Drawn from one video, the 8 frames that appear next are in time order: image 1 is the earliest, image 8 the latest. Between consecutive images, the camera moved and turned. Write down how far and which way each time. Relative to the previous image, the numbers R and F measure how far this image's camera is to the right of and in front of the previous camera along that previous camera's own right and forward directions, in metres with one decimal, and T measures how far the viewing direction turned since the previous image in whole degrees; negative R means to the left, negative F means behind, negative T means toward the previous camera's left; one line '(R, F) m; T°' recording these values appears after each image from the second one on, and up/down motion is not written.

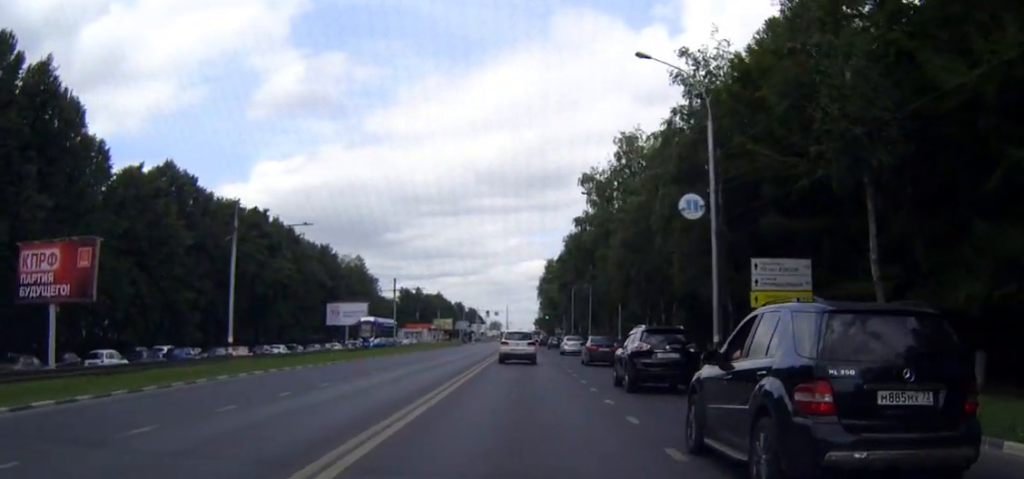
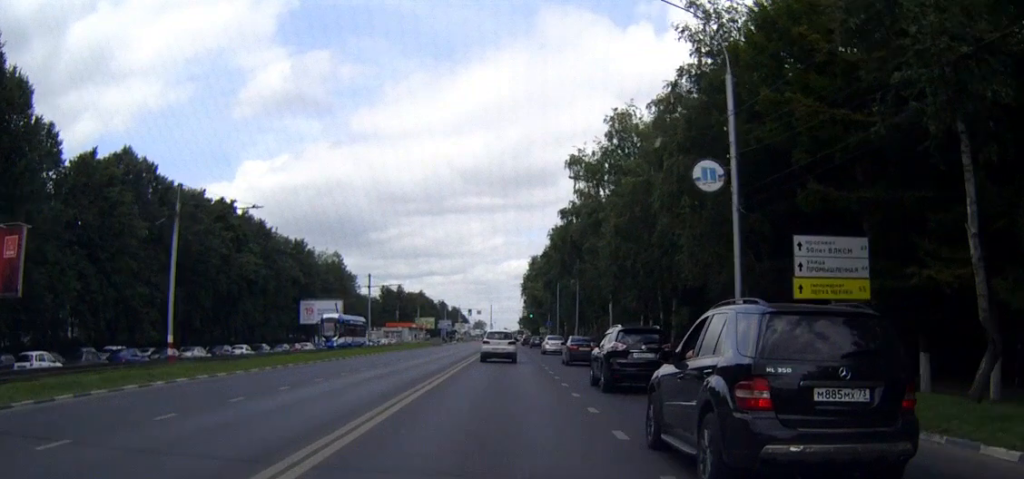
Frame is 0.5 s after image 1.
(+0.1, +6.1) m; +1°
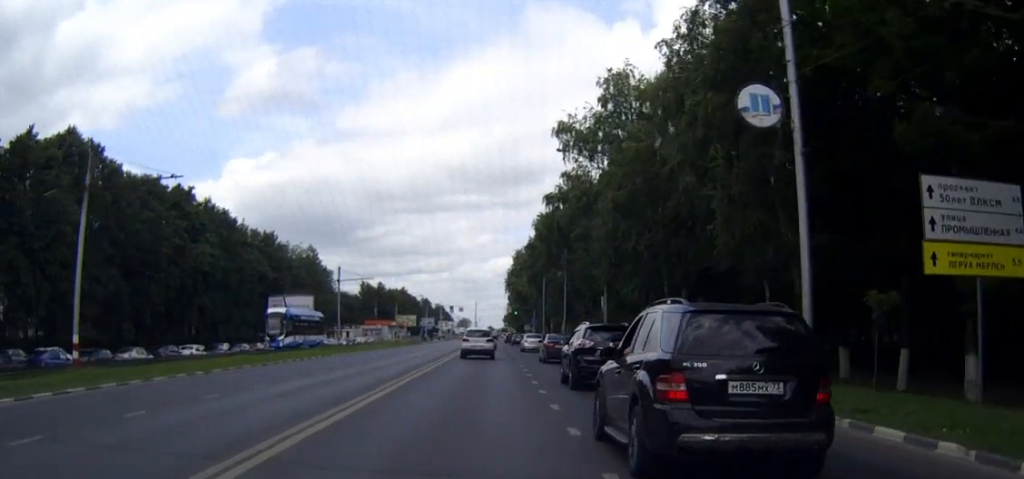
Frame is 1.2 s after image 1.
(0.0, +8.0) m; +2°
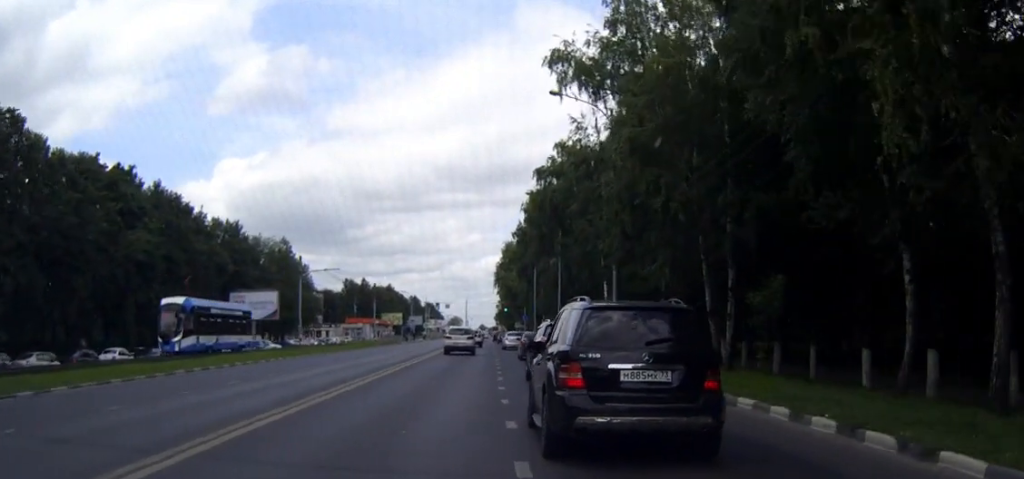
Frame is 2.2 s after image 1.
(+0.3, +11.5) m; +1°
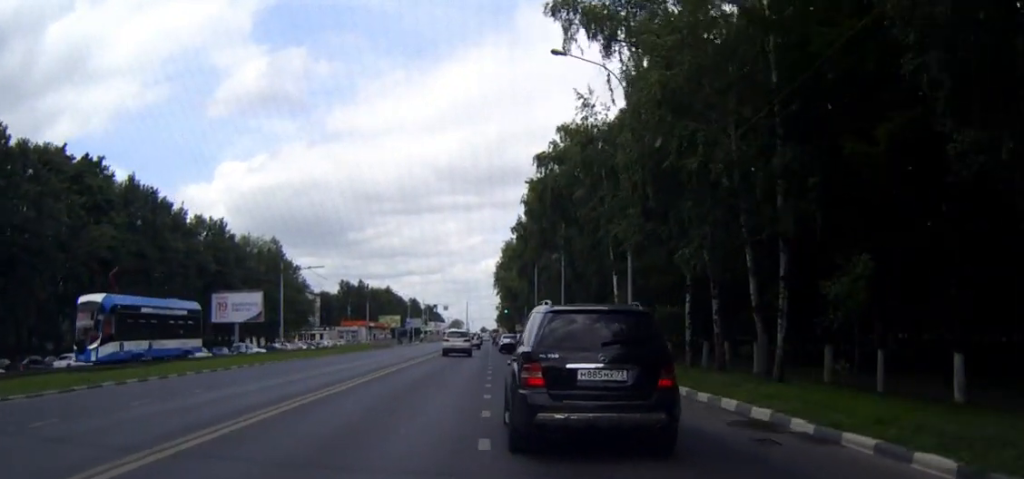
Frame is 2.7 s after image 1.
(-0.1, +5.9) m; -1°
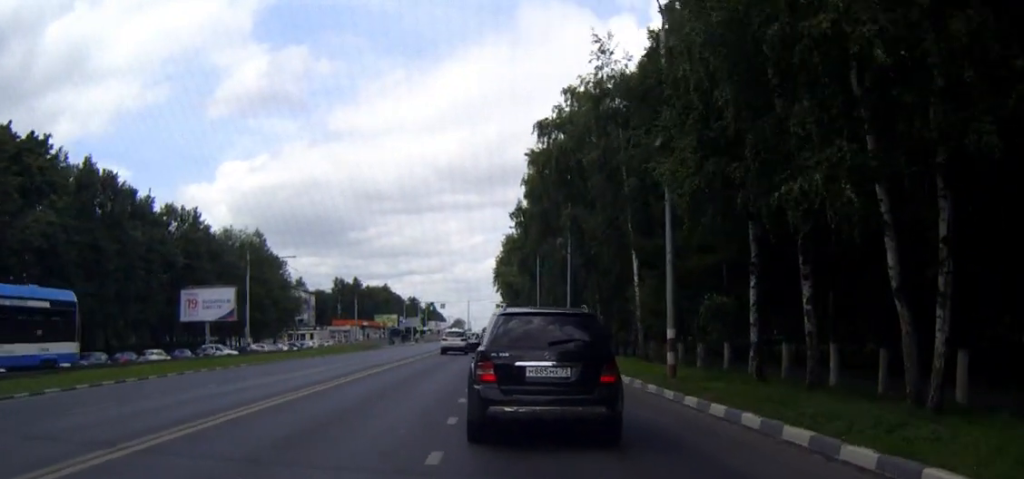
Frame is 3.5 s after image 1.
(-0.1, +9.2) m; -1°
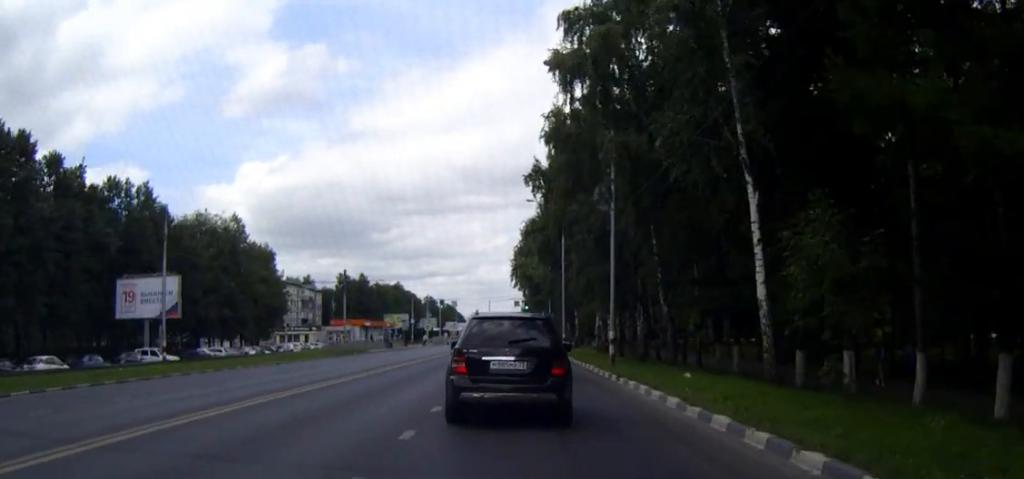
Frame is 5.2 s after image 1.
(-0.1, +18.0) m; -1°
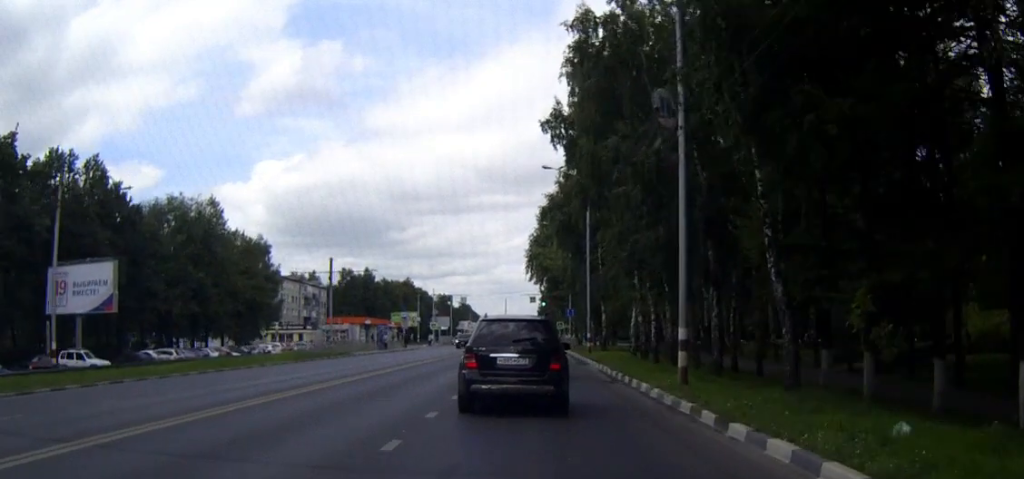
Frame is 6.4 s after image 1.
(-0.1, +12.8) m; -1°
